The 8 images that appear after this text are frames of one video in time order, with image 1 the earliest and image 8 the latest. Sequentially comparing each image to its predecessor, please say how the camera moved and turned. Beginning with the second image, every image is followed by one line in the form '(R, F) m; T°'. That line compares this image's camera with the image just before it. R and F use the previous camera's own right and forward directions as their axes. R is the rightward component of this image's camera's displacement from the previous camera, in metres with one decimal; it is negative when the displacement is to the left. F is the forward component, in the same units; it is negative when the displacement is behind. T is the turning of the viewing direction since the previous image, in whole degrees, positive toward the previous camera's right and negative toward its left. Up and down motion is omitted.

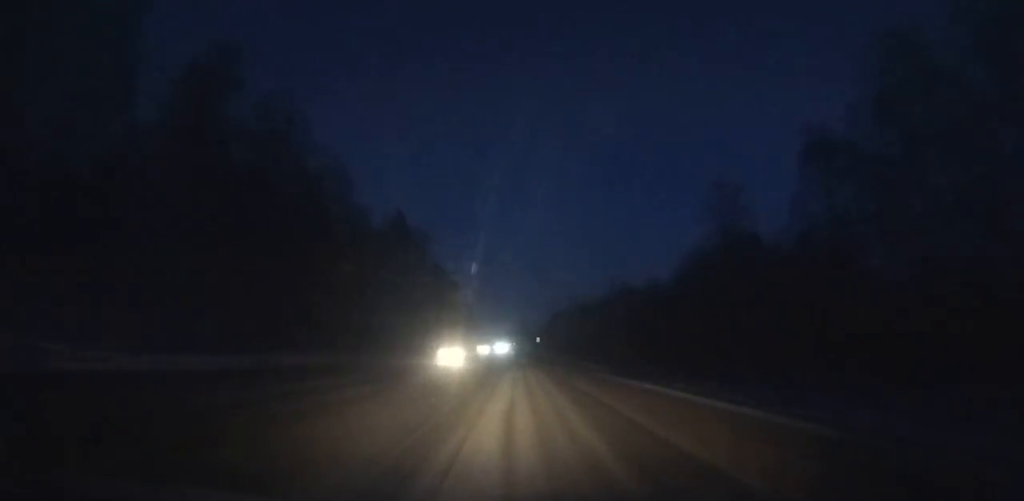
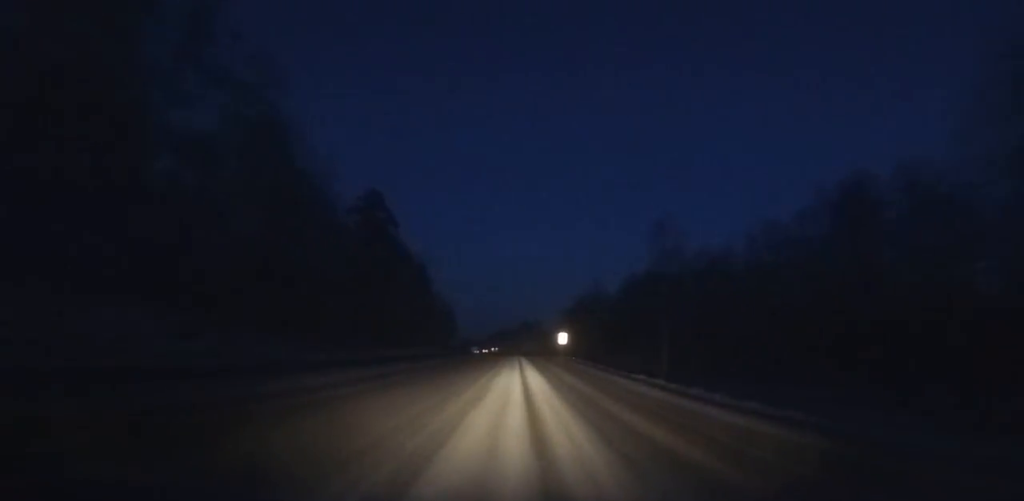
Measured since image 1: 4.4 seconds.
(-0.5, +104.6) m; -1°
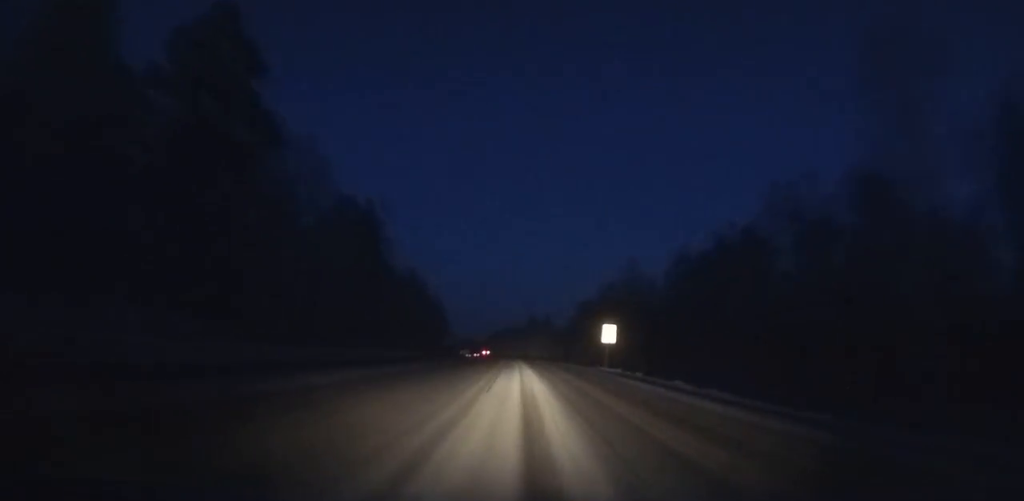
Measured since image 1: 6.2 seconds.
(-0.1, +44.3) m; -1°
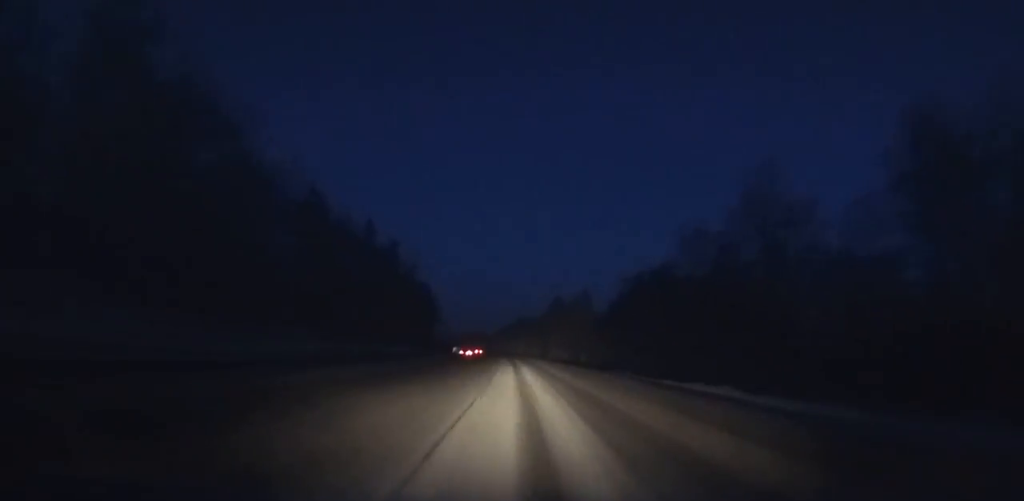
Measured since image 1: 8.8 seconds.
(-0.8, +66.0) m; -2°
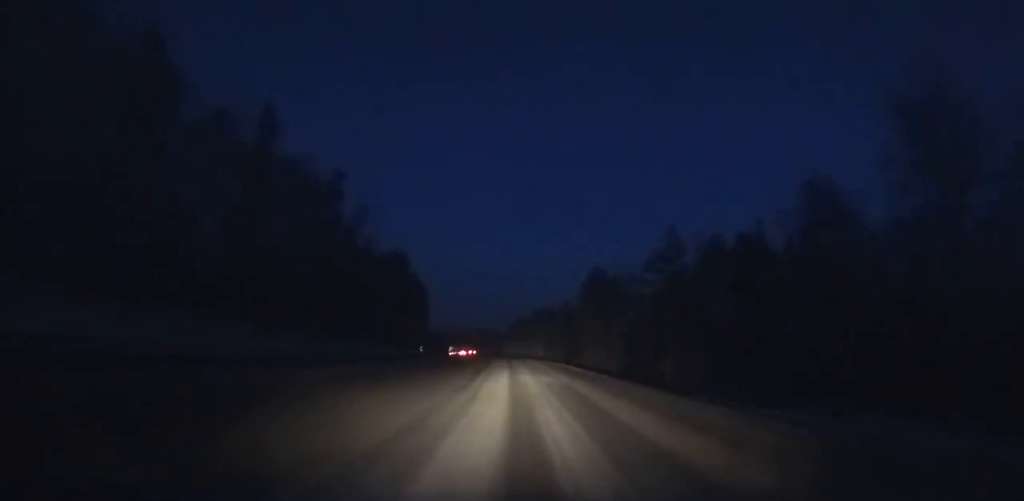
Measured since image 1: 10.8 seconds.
(-0.7, +51.6) m; -2°
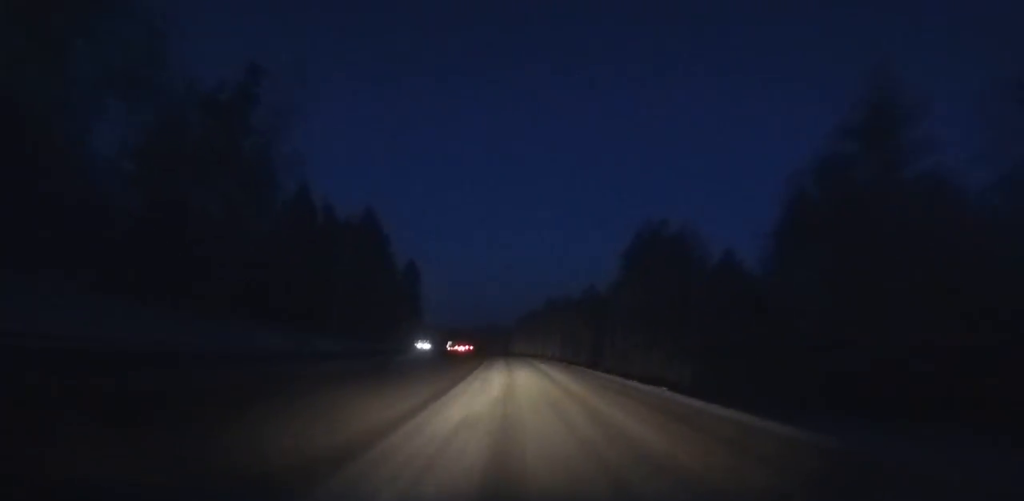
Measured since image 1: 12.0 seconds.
(-0.3, +31.2) m; -1°
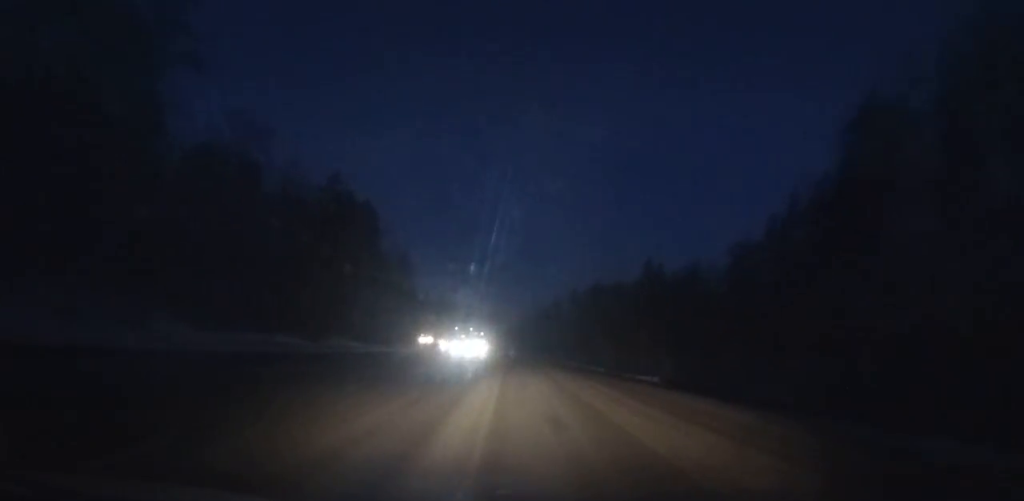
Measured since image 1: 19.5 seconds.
(-10.5, +171.1) m; -7°
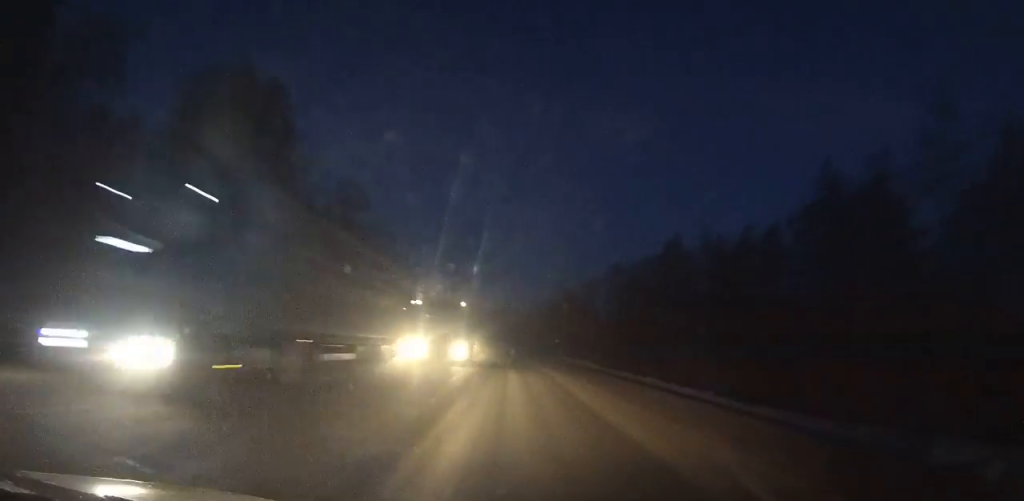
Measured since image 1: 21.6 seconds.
(-0.3, +41.2) m; -2°
